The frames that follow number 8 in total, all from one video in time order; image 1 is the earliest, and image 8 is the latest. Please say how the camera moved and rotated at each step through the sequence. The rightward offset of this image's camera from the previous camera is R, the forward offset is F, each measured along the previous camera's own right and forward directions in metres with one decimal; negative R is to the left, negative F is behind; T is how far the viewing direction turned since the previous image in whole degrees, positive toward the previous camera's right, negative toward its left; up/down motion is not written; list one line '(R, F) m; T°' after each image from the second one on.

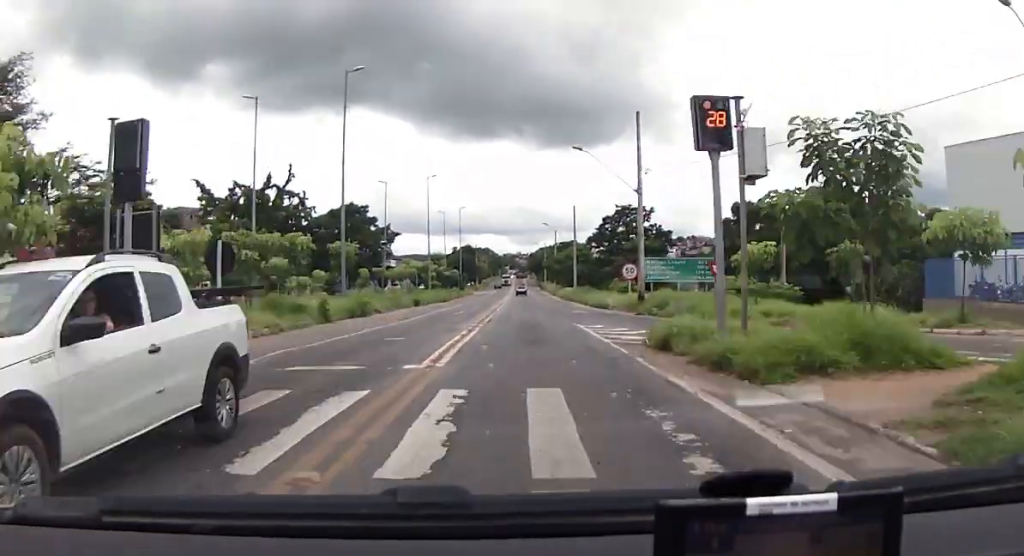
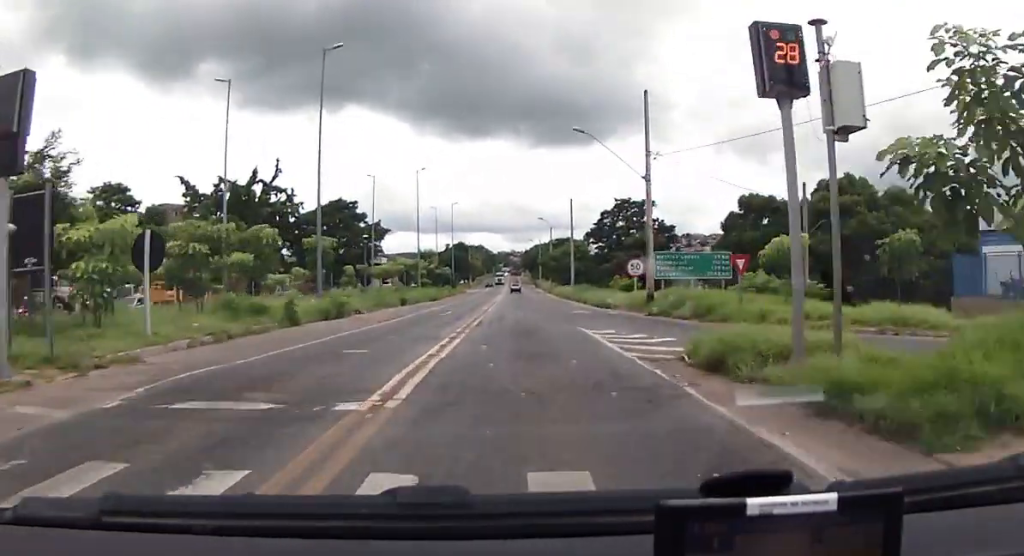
(0.0, +3.8) m; 0°
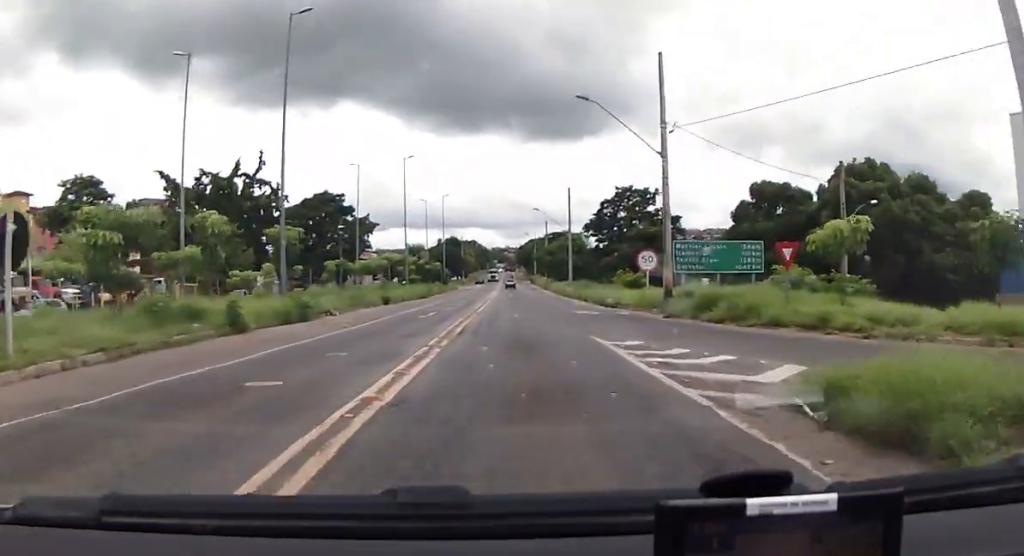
(0.0, +4.7) m; 0°
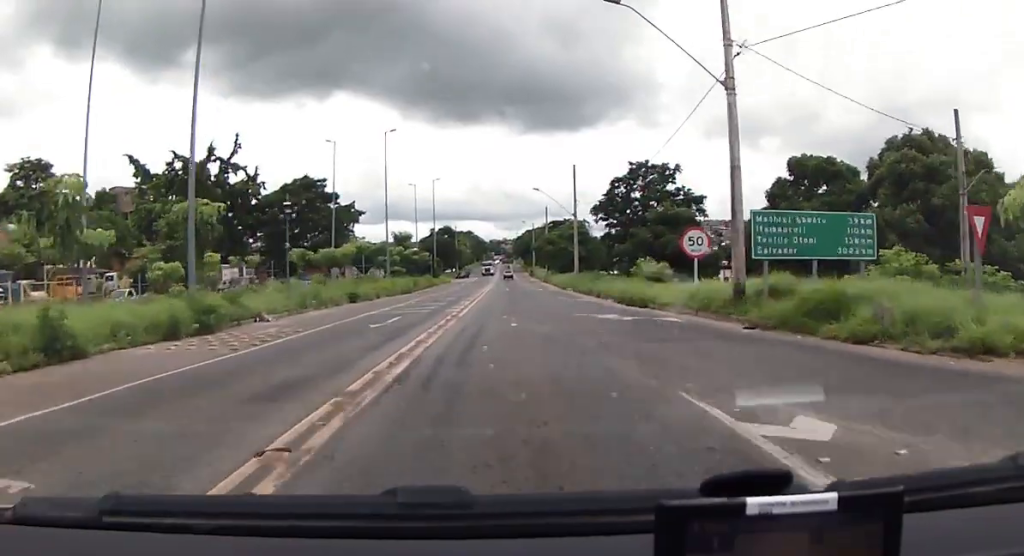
(0.0, +9.2) m; 0°
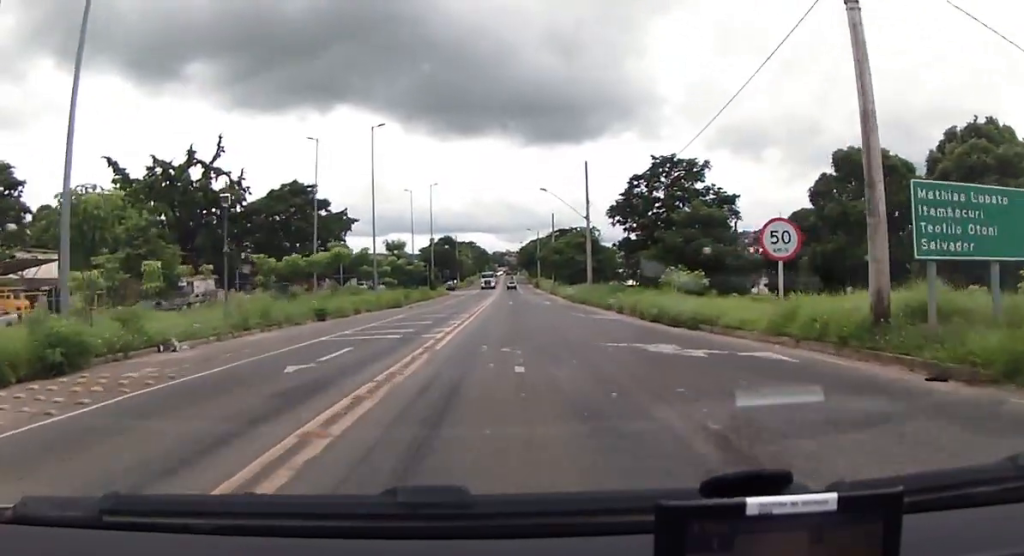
(0.0, +7.3) m; 0°
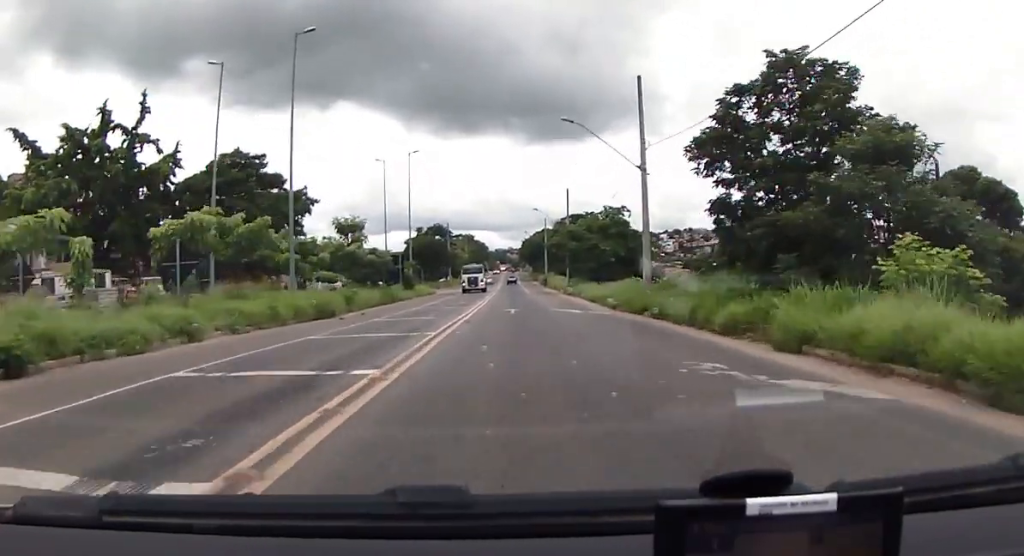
(+0.6, +21.0) m; +2°
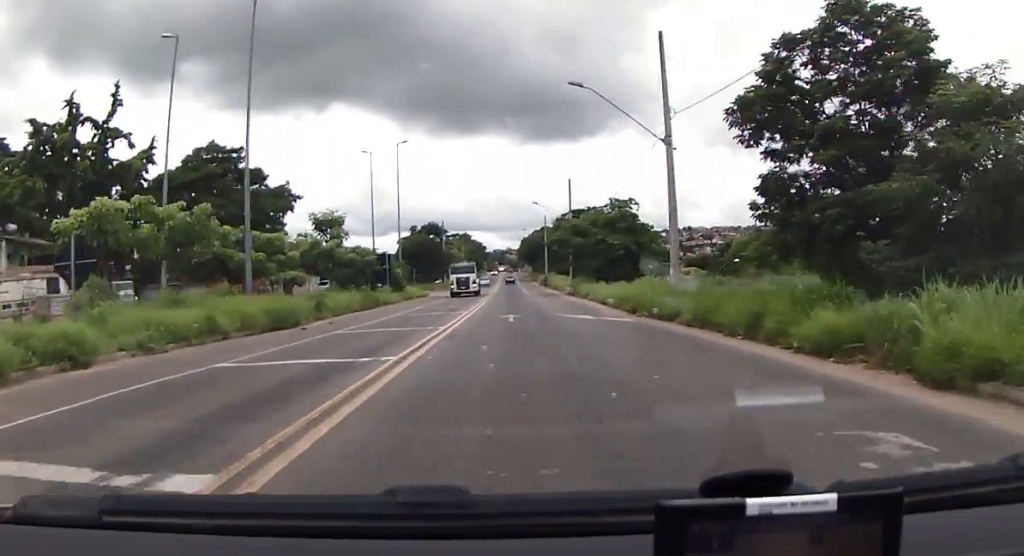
(0.0, +5.5) m; 0°
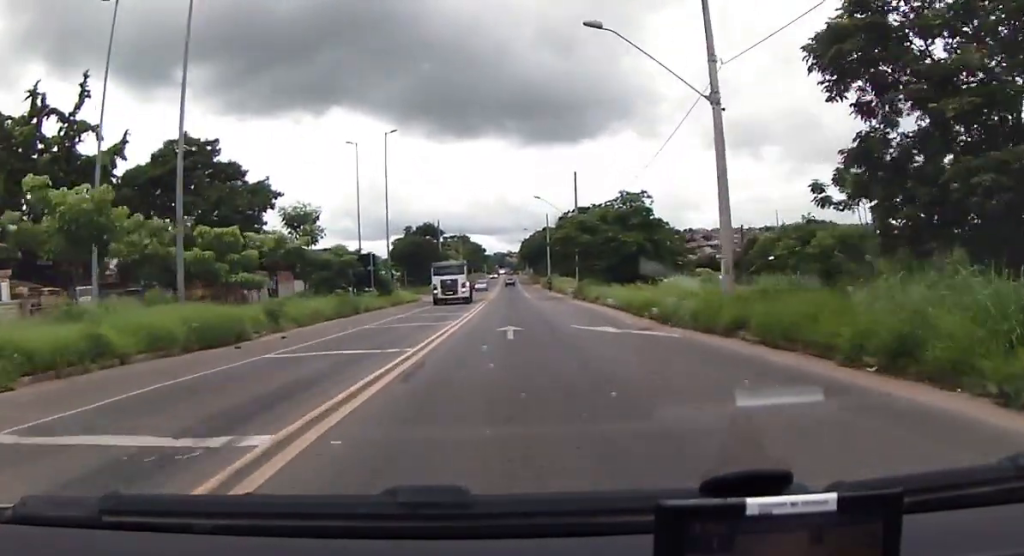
(-0.1, +6.1) m; -1°
